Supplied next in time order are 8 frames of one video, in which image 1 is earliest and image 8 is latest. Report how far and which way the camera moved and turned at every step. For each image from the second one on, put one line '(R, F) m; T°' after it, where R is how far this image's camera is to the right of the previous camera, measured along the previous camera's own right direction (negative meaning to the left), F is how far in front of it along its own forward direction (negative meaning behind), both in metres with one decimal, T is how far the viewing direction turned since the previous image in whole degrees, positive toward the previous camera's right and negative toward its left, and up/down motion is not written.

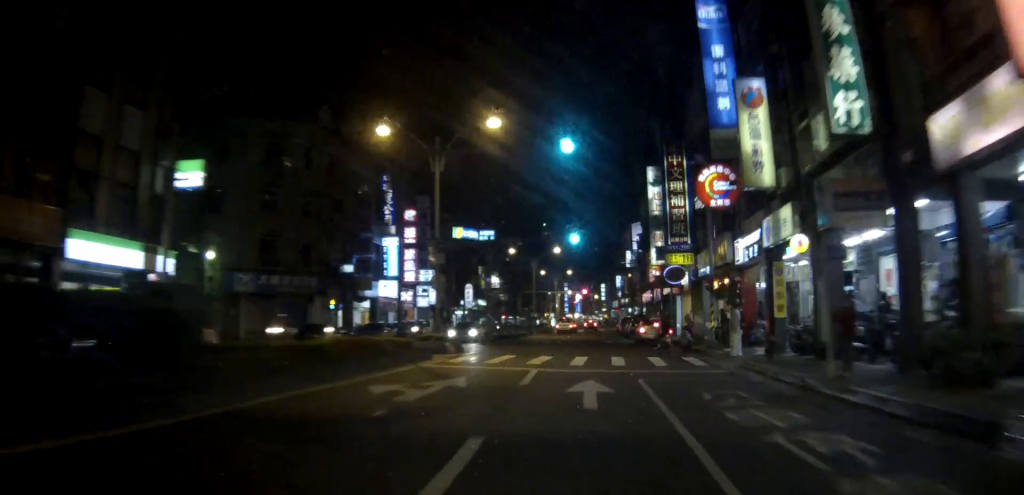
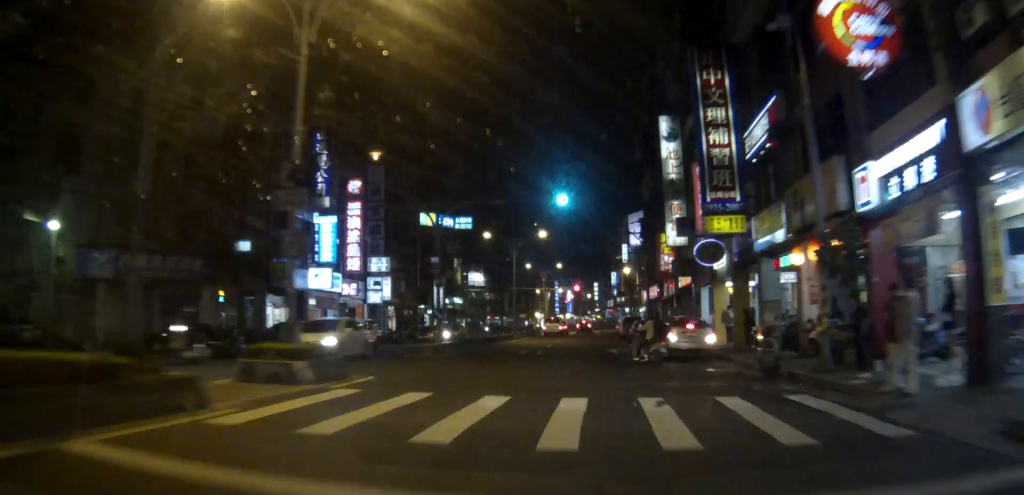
(+0.6, +14.2) m; +3°
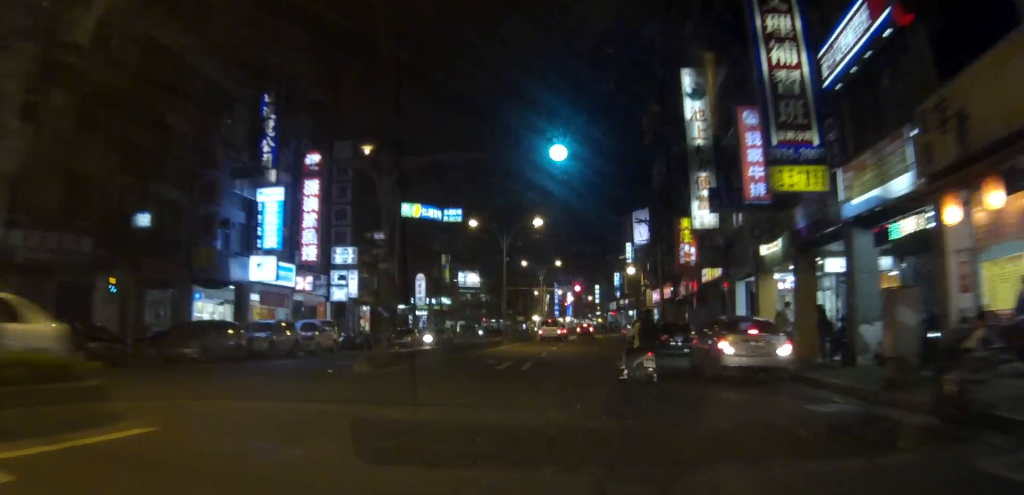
(+0.2, +9.4) m; 0°
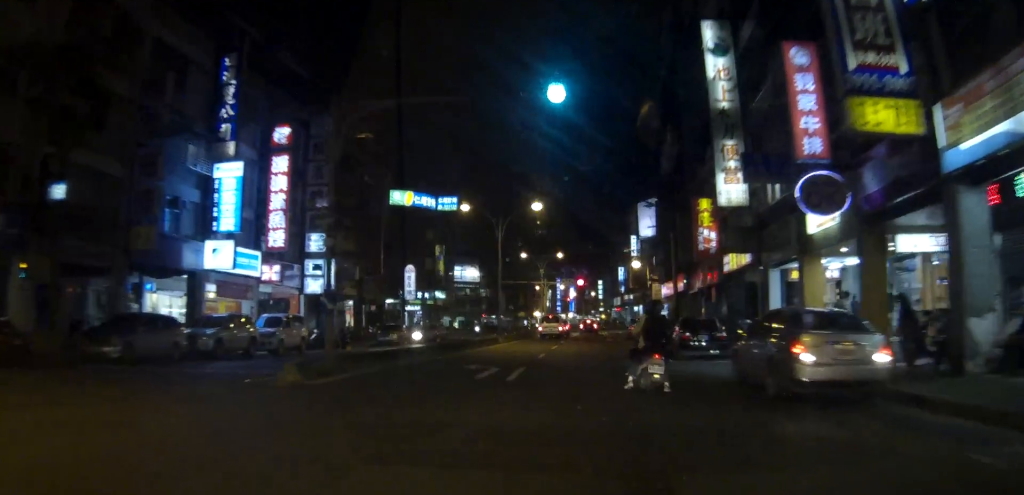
(-0.1, +5.5) m; 0°
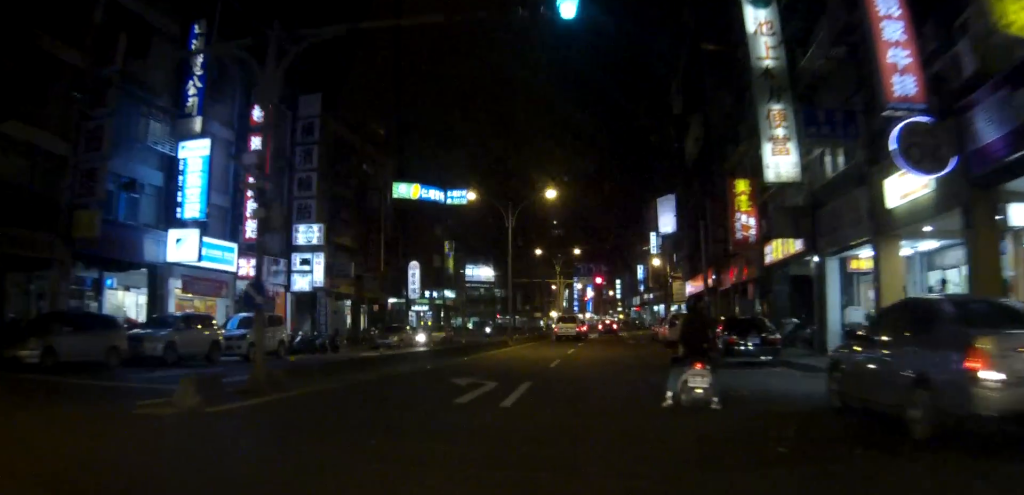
(-0.1, +5.4) m; 0°
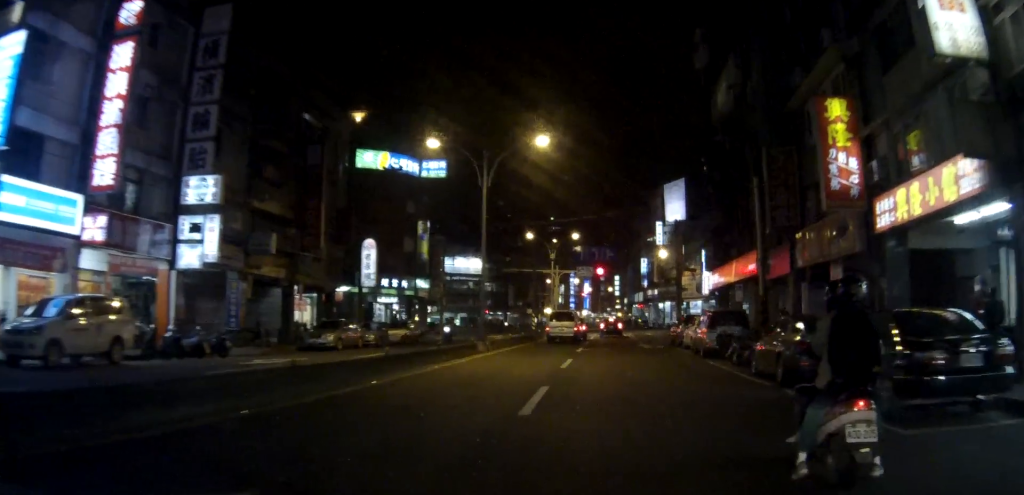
(0.0, +14.0) m; 0°
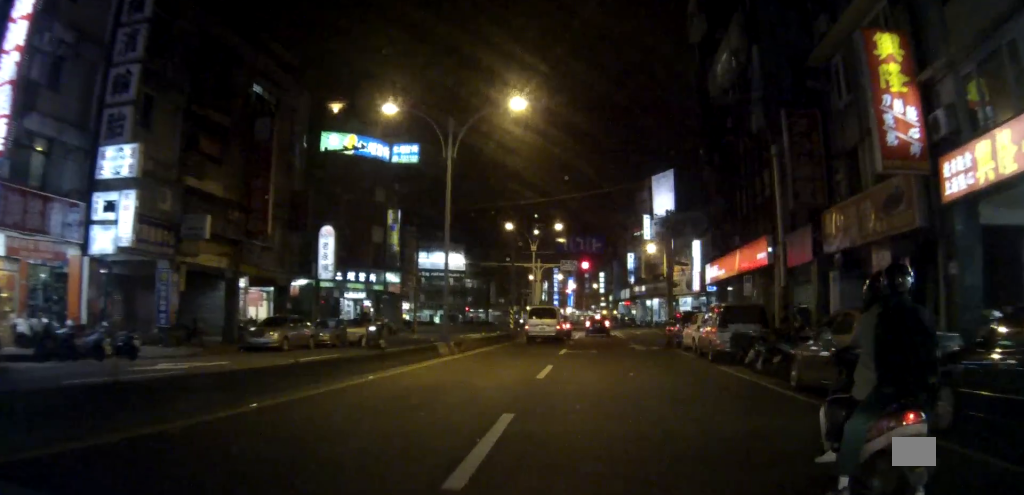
(0.0, +6.1) m; -2°
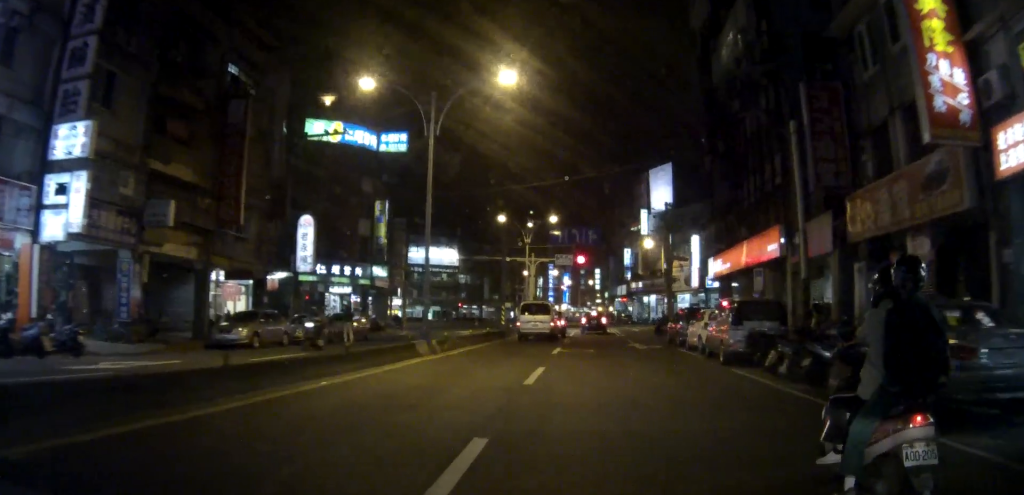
(0.0, +3.1) m; -2°
